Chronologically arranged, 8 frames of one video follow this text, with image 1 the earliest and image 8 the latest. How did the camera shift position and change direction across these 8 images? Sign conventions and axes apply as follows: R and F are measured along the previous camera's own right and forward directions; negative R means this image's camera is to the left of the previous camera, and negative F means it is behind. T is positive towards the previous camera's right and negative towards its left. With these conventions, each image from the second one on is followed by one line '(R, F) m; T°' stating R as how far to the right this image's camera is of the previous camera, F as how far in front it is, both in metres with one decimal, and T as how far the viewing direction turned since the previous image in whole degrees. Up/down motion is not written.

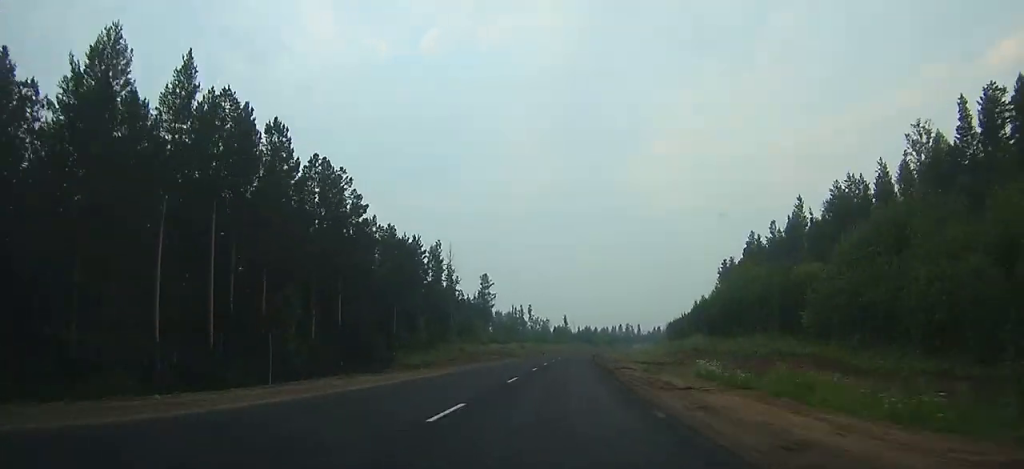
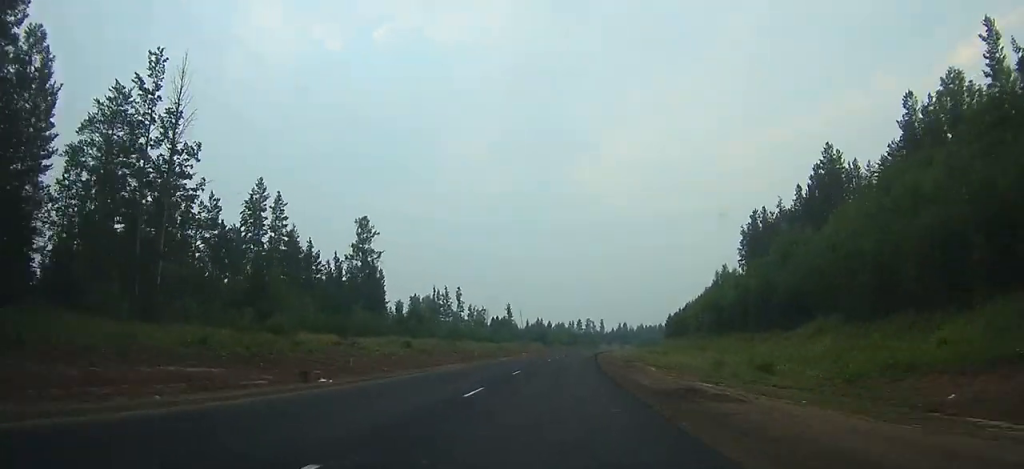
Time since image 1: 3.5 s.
(+3.5, +86.7) m; +5°
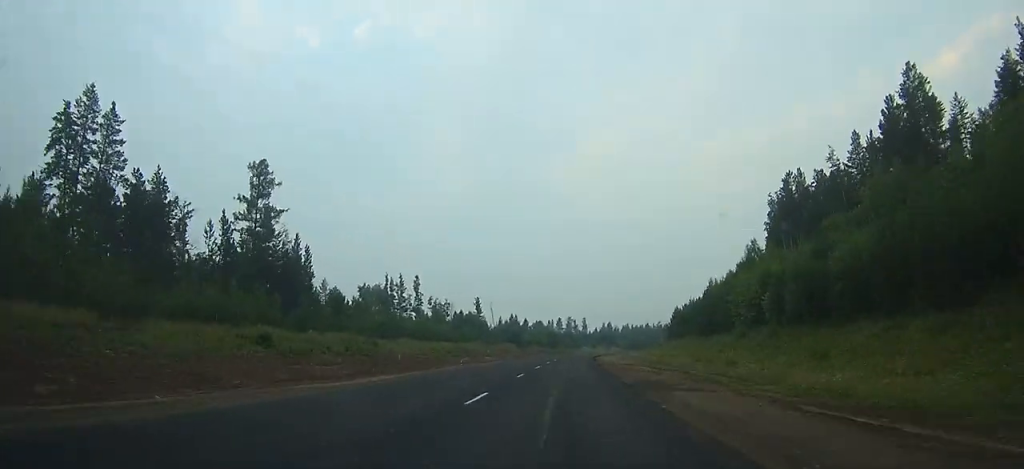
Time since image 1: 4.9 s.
(+0.4, +35.2) m; +2°
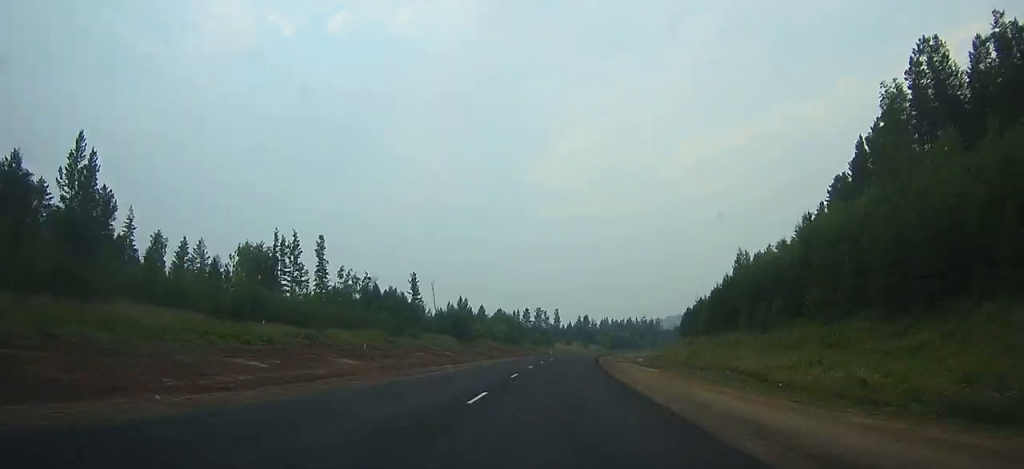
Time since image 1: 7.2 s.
(+1.2, +59.9) m; +3°
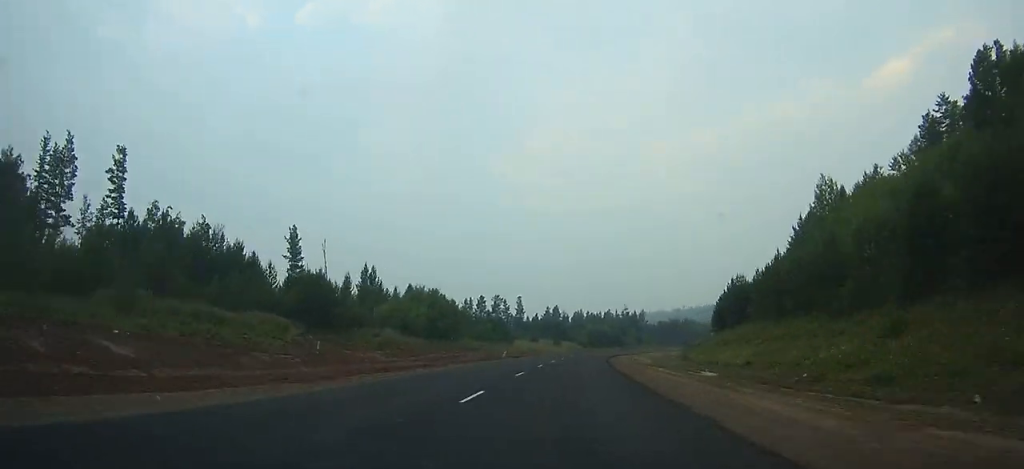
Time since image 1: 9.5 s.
(+2.2, +58.5) m; +4°
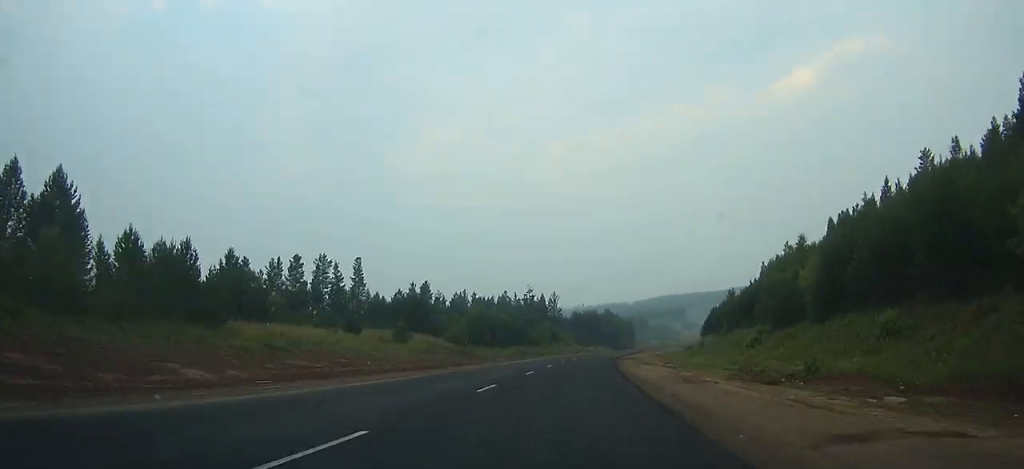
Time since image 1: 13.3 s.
(+6.4, +92.9) m; +10°
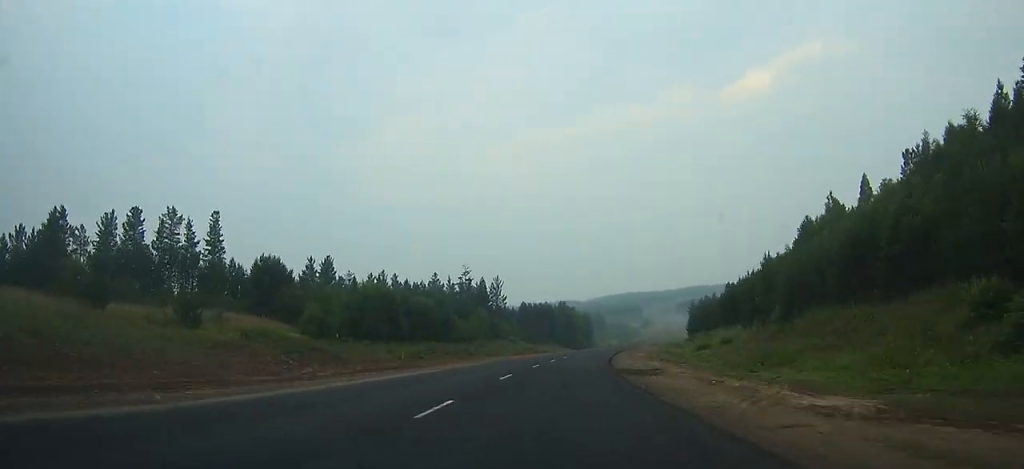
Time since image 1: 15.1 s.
(+2.8, +42.6) m; +4°
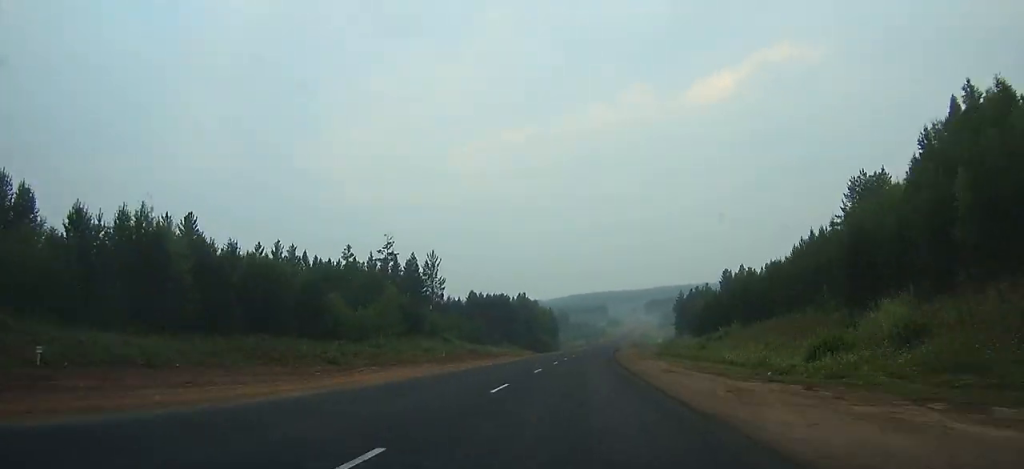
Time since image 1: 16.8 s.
(+1.0, +40.3) m; +4°
